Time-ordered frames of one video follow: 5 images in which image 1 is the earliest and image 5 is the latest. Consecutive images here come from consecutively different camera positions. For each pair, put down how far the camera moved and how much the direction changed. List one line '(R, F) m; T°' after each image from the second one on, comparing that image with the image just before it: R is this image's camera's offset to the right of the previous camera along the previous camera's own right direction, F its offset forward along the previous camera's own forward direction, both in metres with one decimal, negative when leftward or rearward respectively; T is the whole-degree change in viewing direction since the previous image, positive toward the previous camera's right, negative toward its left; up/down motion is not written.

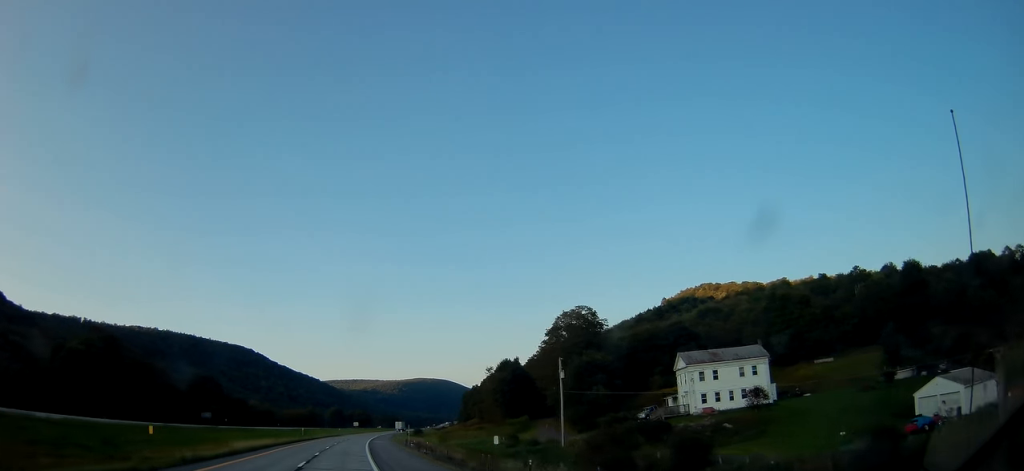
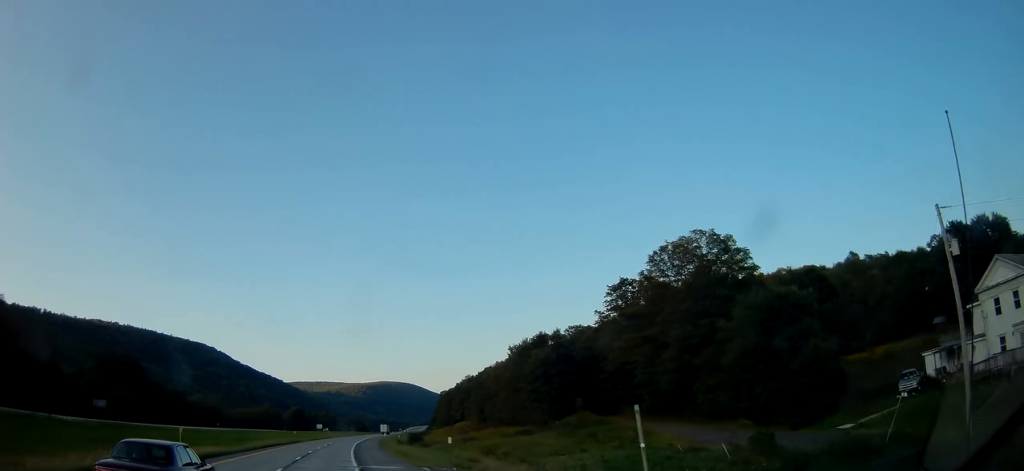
(+1.0, +48.1) m; +2°
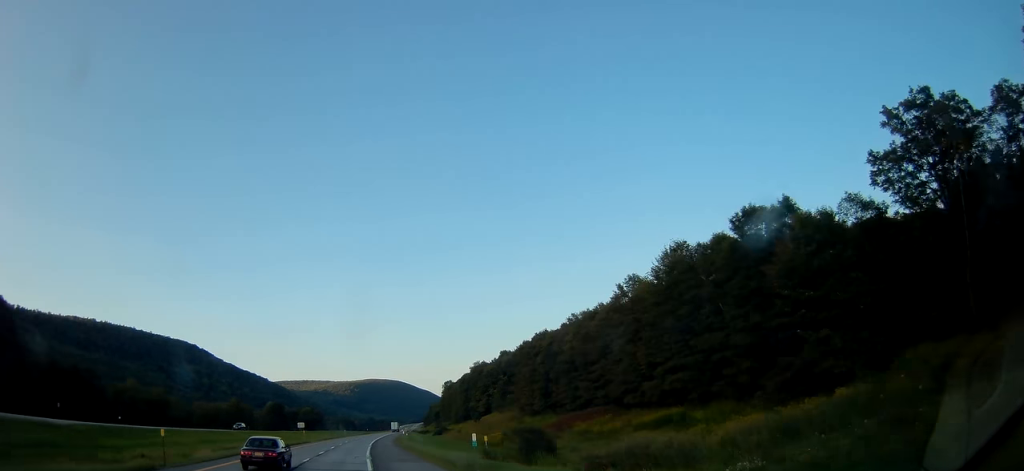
(+2.0, +62.7) m; +3°
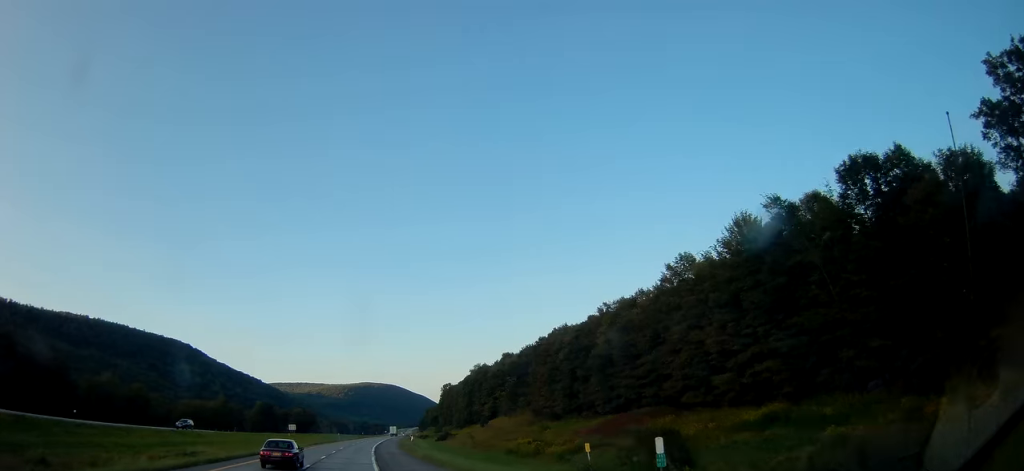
(+0.1, +14.9) m; 0°
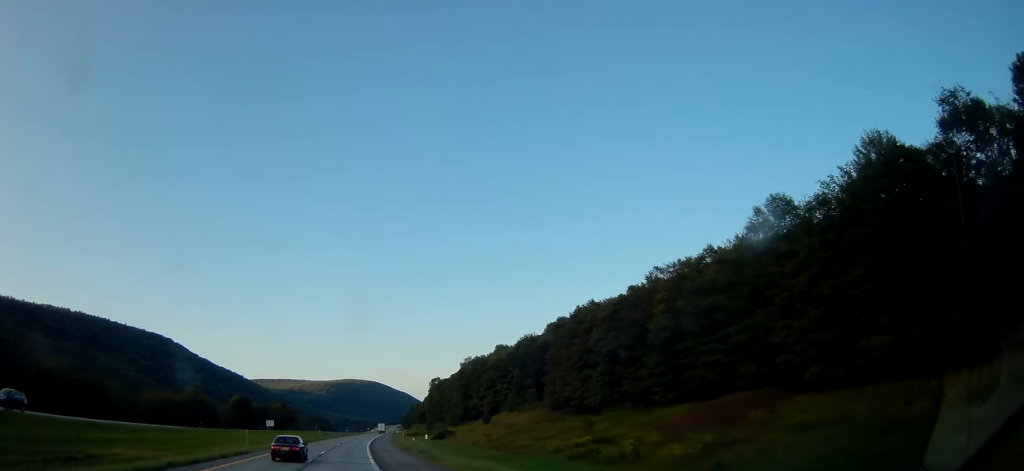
(-0.1, +20.8) m; +1°
